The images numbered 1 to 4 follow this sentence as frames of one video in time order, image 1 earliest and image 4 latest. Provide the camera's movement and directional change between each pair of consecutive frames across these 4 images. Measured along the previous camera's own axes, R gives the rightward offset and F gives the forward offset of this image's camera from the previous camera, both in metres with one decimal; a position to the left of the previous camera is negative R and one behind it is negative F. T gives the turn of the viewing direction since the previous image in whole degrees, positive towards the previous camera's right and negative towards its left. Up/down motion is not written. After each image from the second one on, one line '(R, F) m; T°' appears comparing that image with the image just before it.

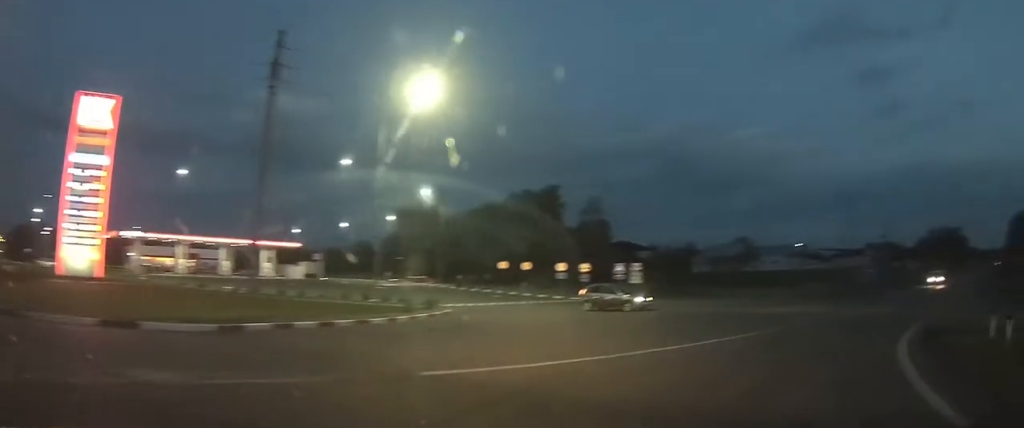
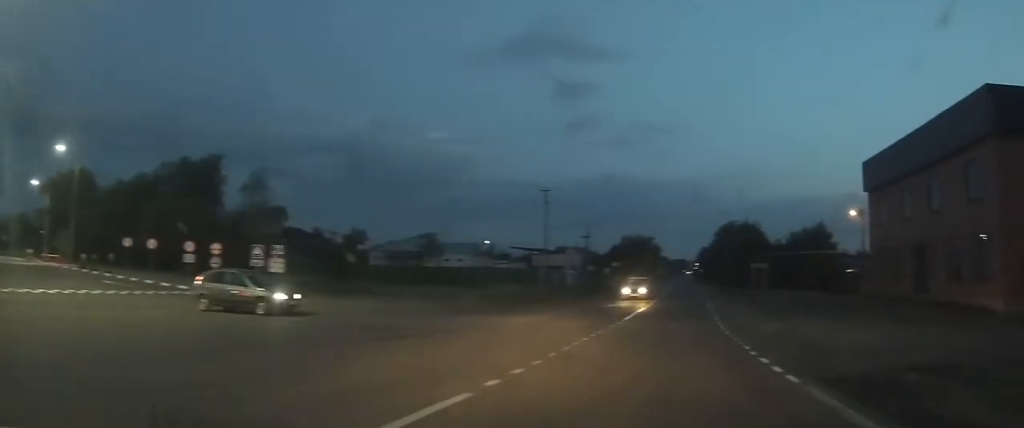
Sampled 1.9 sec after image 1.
(+2.4, +9.1) m; +27°
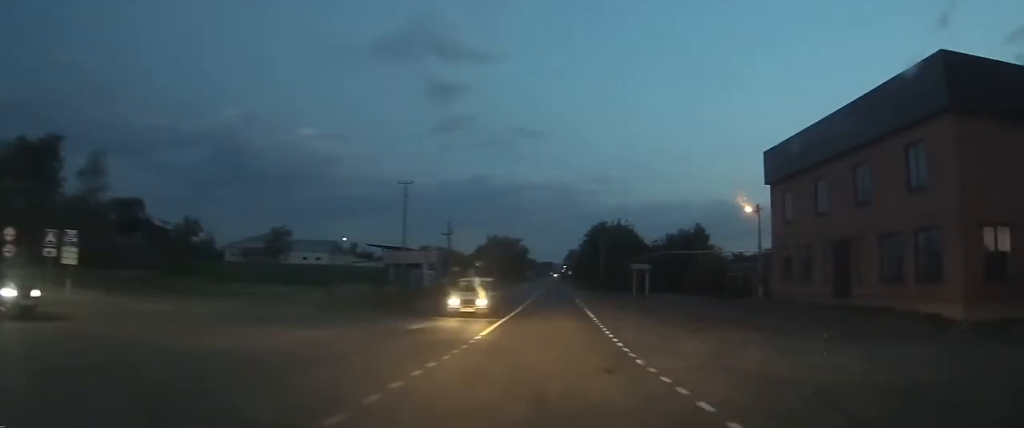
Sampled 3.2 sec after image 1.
(+0.7, +5.6) m; +9°
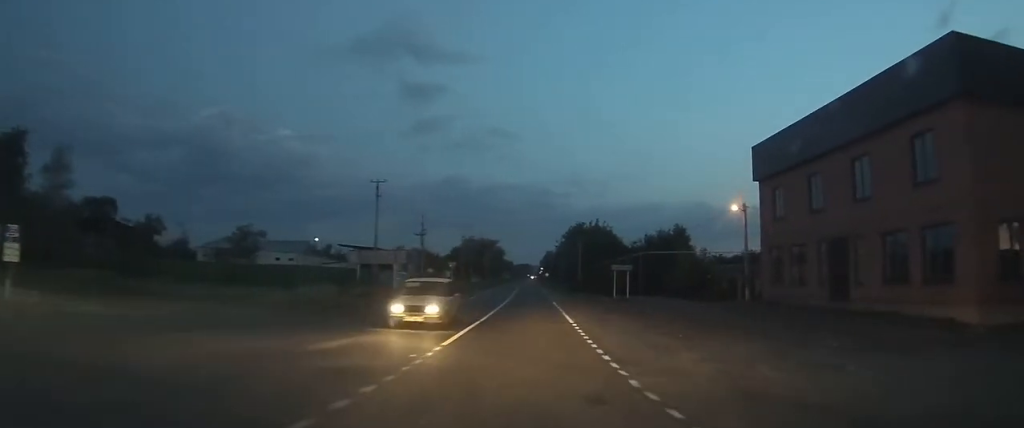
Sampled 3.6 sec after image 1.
(0.0, +2.0) m; +2°
